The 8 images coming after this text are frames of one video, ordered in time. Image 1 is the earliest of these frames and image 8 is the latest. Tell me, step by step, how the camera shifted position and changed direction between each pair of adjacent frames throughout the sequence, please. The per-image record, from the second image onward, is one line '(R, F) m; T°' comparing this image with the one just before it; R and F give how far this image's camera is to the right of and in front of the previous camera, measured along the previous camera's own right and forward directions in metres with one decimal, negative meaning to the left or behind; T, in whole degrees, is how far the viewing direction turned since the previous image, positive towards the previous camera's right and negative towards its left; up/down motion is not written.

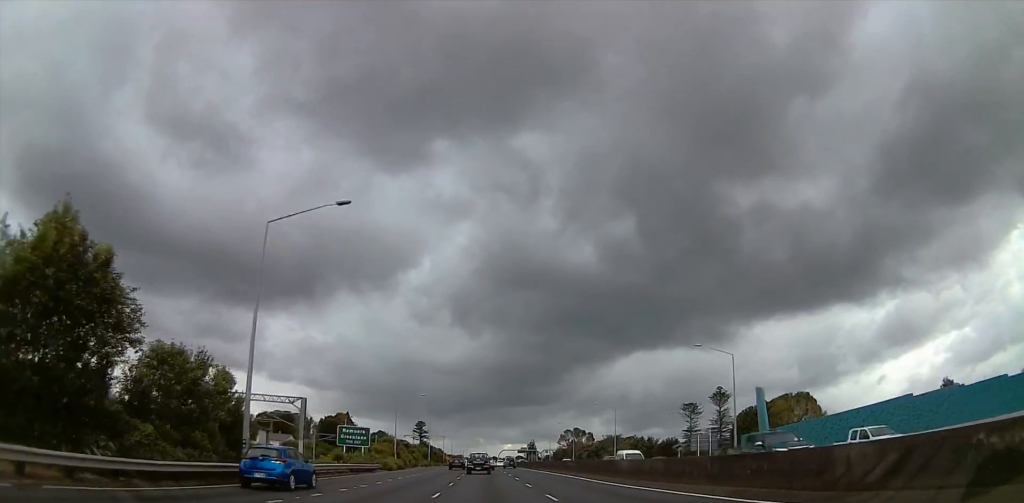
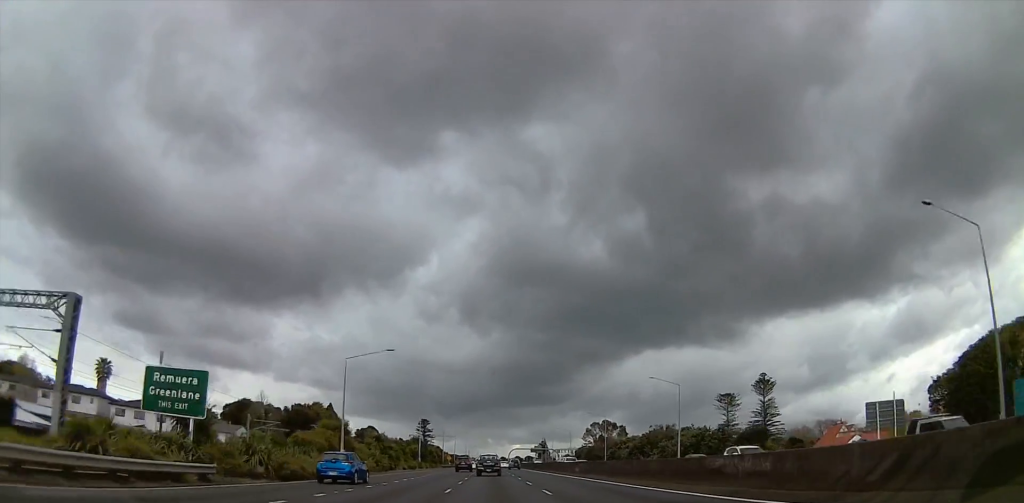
(+0.4, +35.6) m; +3°
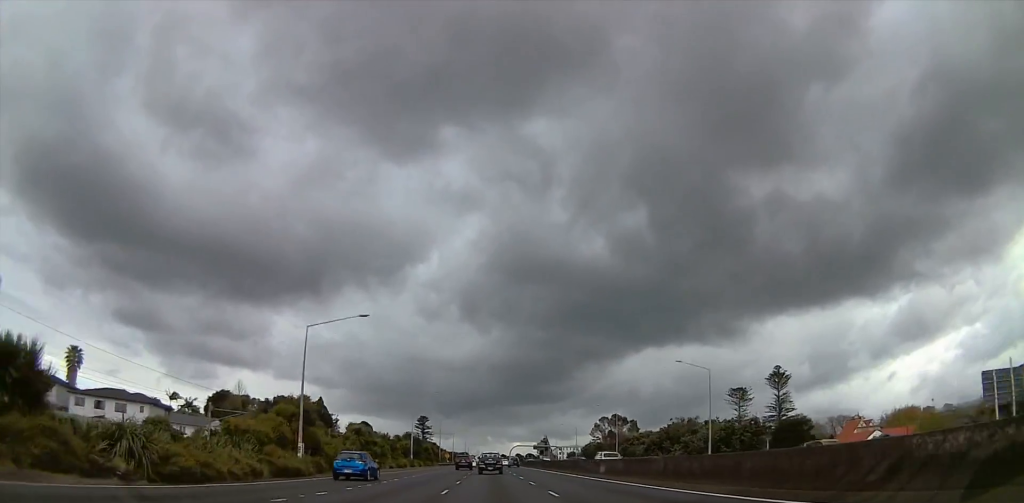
(+0.5, +12.7) m; +1°
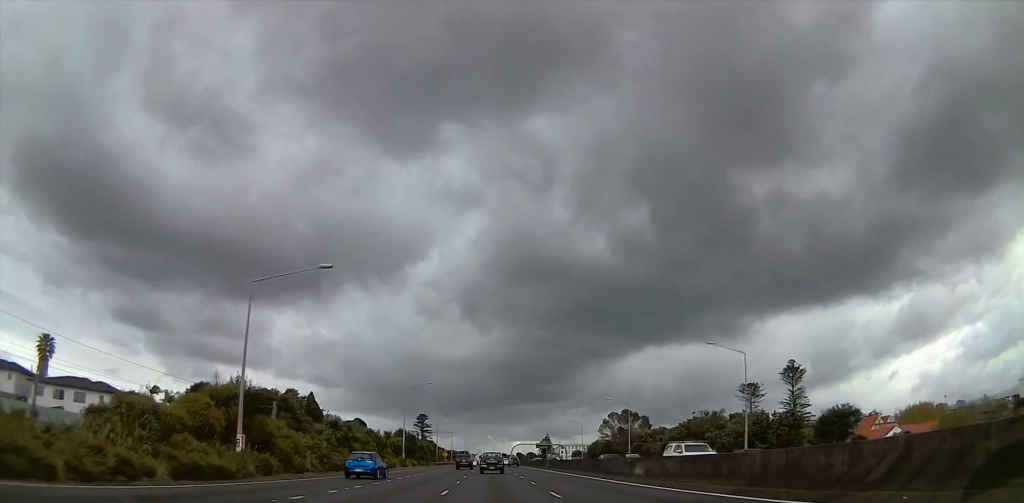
(+0.2, +9.9) m; 0°
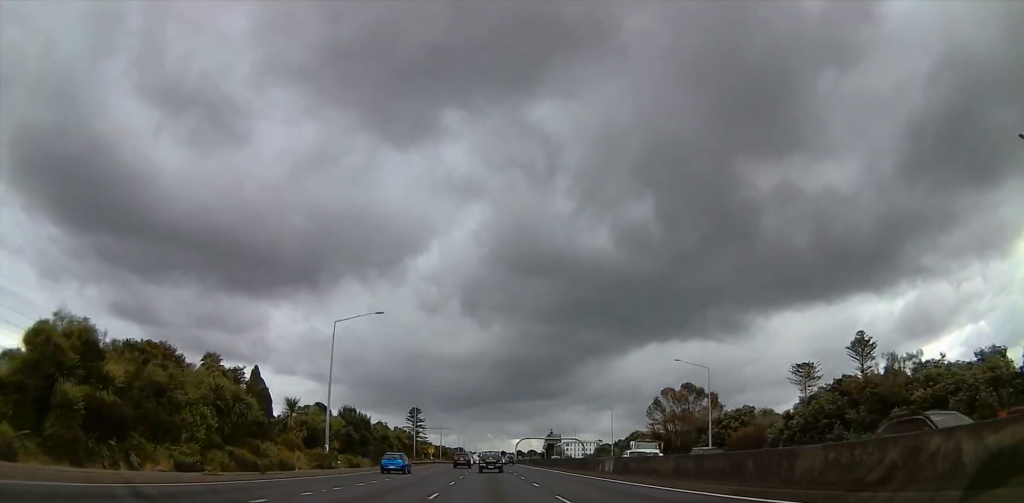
(-1.1, +43.5) m; -3°
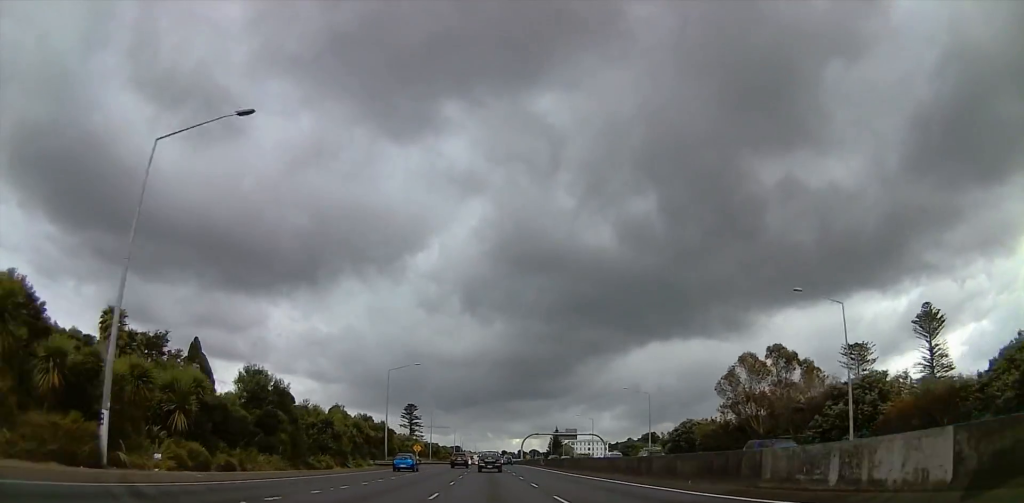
(-0.2, +29.5) m; +1°
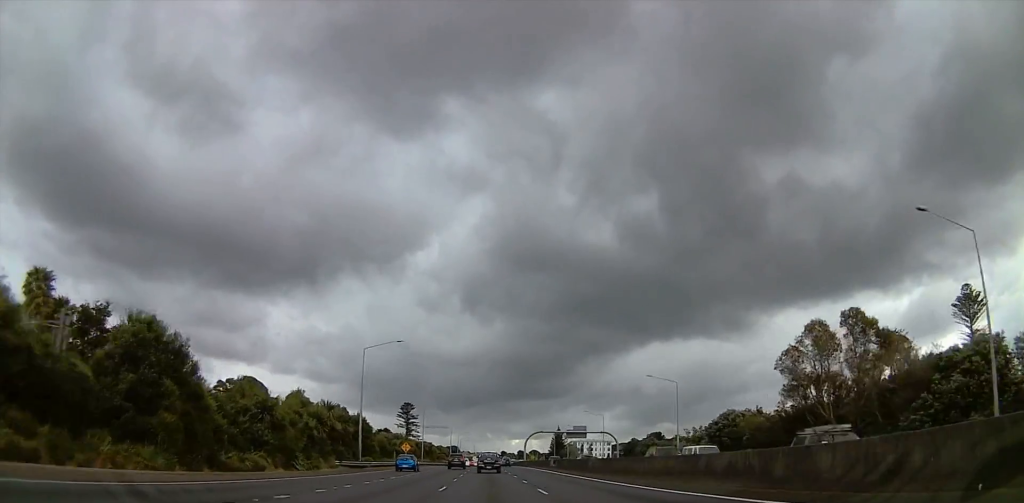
(+0.3, +15.5) m; +1°
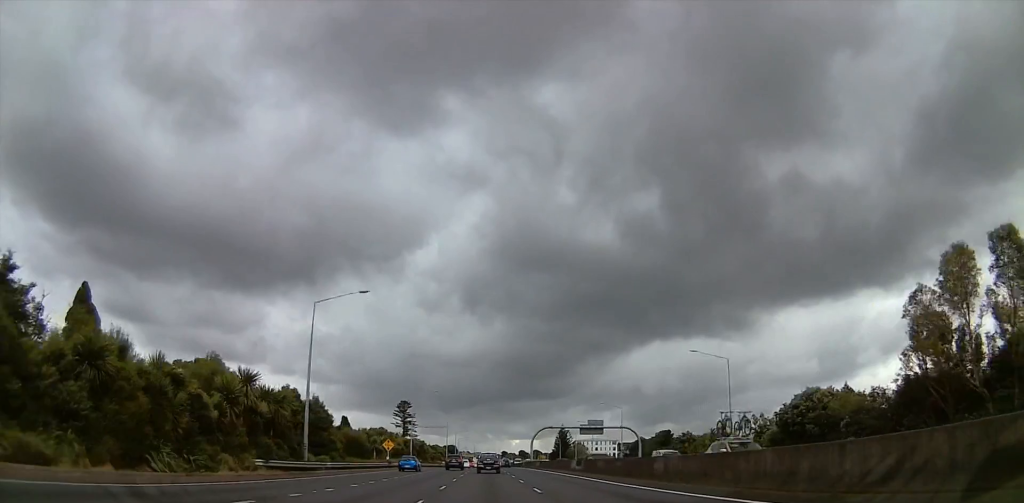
(+0.1, +18.0) m; -1°
